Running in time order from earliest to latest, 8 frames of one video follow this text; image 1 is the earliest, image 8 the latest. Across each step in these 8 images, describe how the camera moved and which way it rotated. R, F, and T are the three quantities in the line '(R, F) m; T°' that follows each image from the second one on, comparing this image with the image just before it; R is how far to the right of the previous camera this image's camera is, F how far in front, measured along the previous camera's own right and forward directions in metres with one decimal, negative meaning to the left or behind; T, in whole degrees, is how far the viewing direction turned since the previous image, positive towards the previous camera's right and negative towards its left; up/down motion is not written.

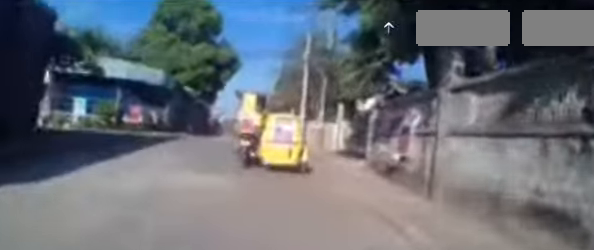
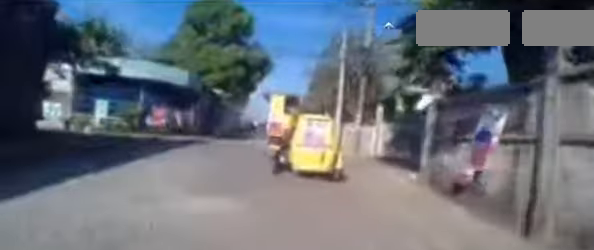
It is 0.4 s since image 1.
(0.0, +1.5) m; +1°
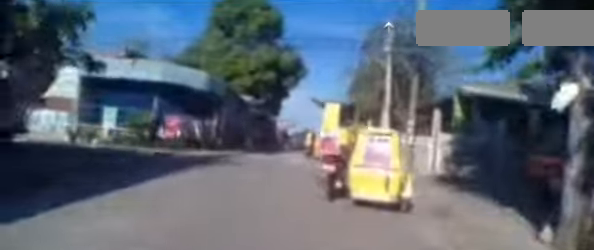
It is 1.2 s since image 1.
(0.0, +2.7) m; +1°
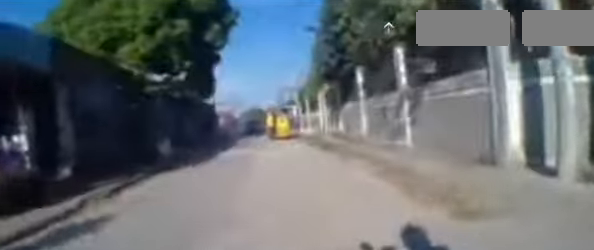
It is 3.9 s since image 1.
(-0.2, +10.2) m; -3°
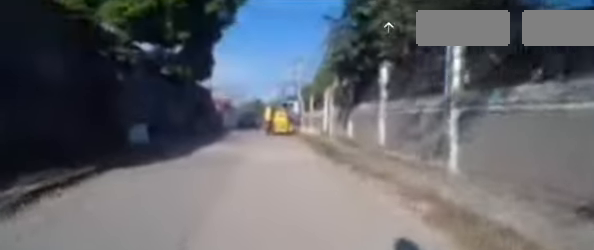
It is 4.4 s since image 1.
(0.0, +2.3) m; 0°
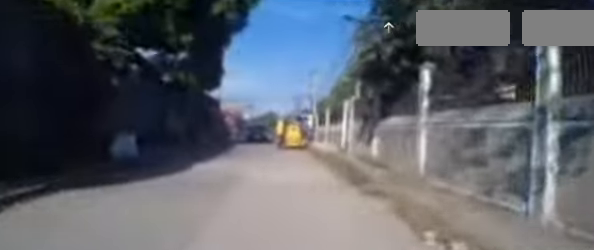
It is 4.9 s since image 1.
(0.0, +1.8) m; 0°
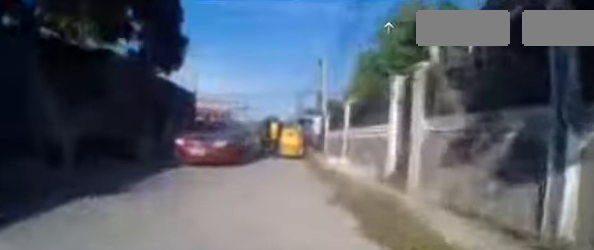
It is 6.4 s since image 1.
(-0.2, +7.0) m; -3°
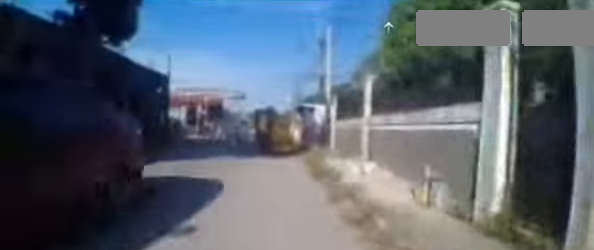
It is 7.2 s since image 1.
(0.0, +3.5) m; -1°
